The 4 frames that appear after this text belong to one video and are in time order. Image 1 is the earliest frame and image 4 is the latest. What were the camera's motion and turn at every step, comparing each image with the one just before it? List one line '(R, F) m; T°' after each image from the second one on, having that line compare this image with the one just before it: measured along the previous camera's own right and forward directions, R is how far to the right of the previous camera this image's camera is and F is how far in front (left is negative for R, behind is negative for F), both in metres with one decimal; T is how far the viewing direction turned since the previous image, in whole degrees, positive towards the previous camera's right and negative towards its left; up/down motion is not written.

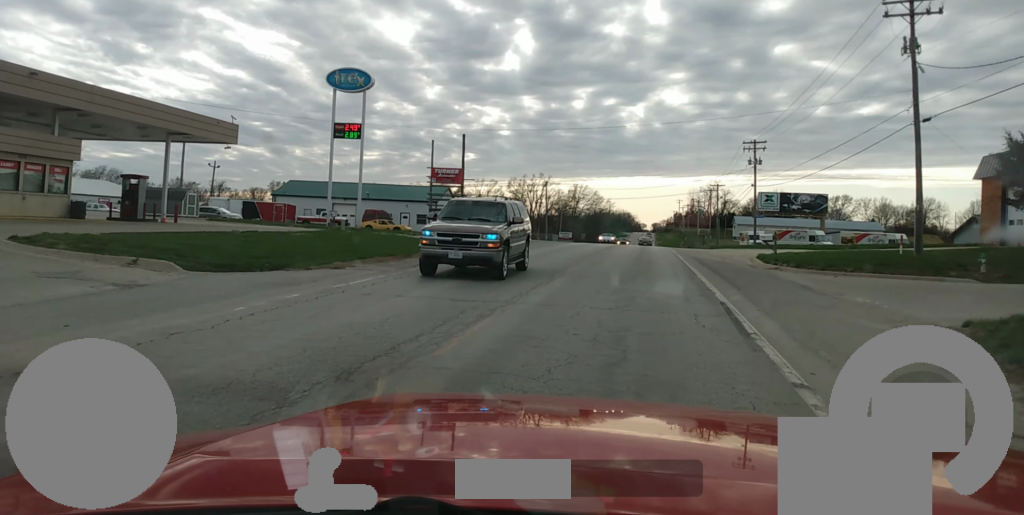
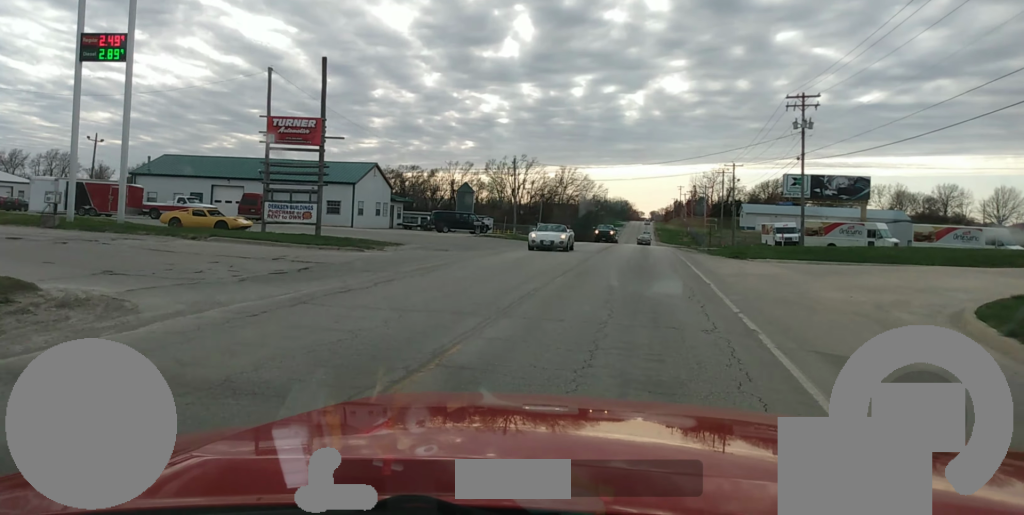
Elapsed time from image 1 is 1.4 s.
(+0.3, +26.0) m; +1°
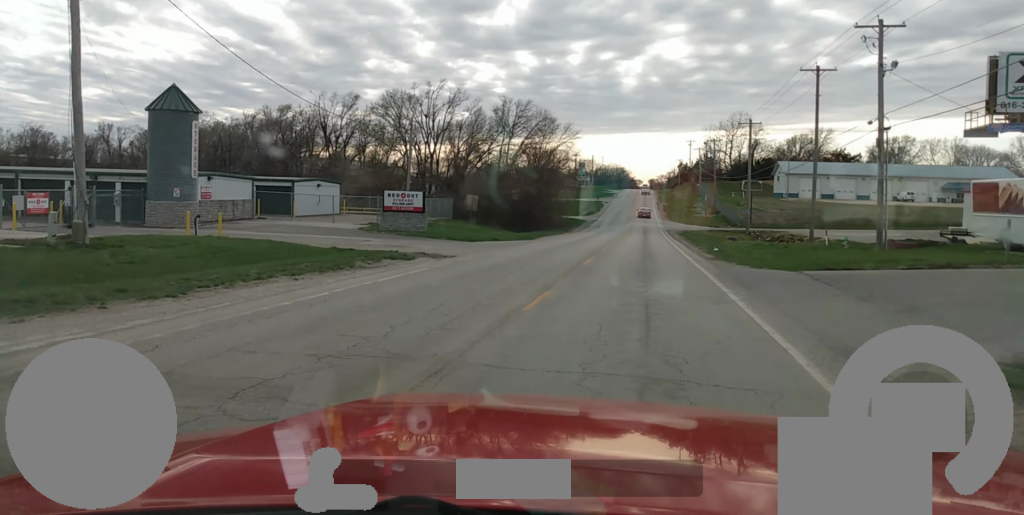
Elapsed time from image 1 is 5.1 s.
(+0.7, +67.0) m; +1°
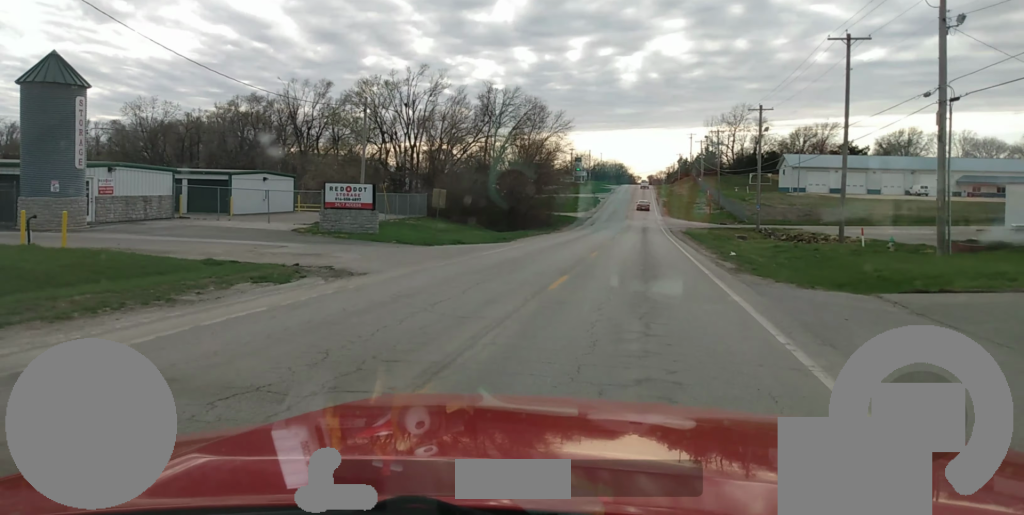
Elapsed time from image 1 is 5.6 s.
(-0.2, +8.6) m; -1°
